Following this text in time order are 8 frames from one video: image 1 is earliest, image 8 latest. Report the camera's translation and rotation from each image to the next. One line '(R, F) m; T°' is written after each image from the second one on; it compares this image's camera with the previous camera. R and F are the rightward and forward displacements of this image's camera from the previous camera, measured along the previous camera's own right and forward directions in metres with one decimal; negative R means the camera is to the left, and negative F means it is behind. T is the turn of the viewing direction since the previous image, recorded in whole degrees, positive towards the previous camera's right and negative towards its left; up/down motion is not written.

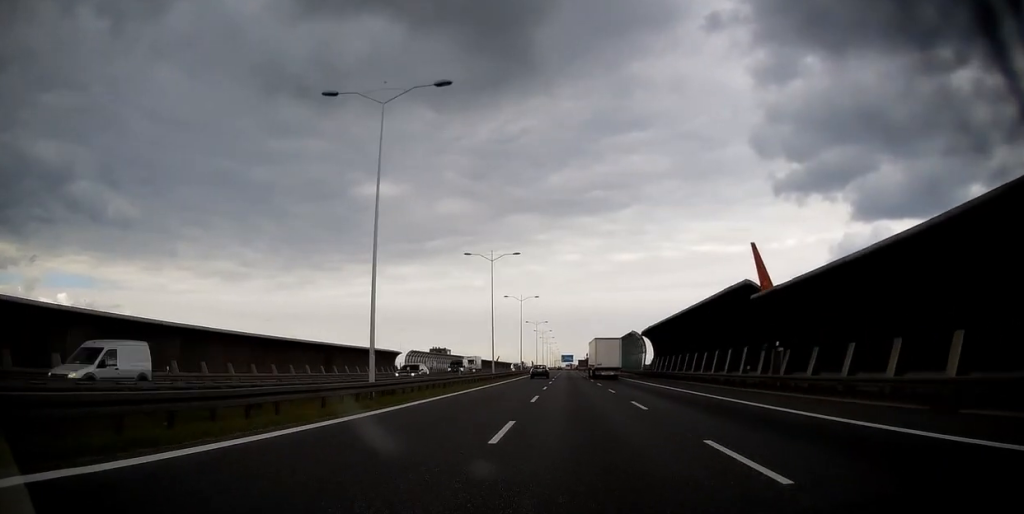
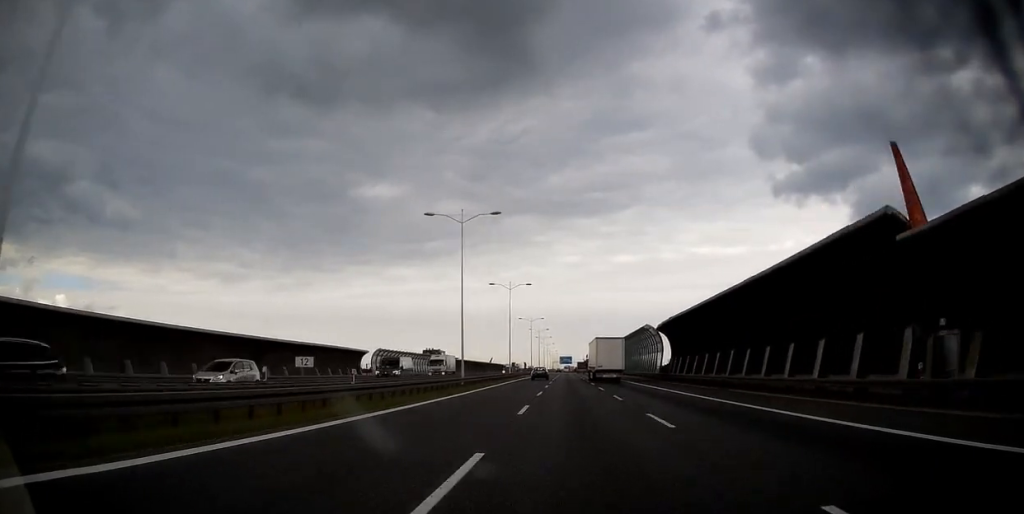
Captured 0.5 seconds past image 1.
(0.0, +17.2) m; 0°
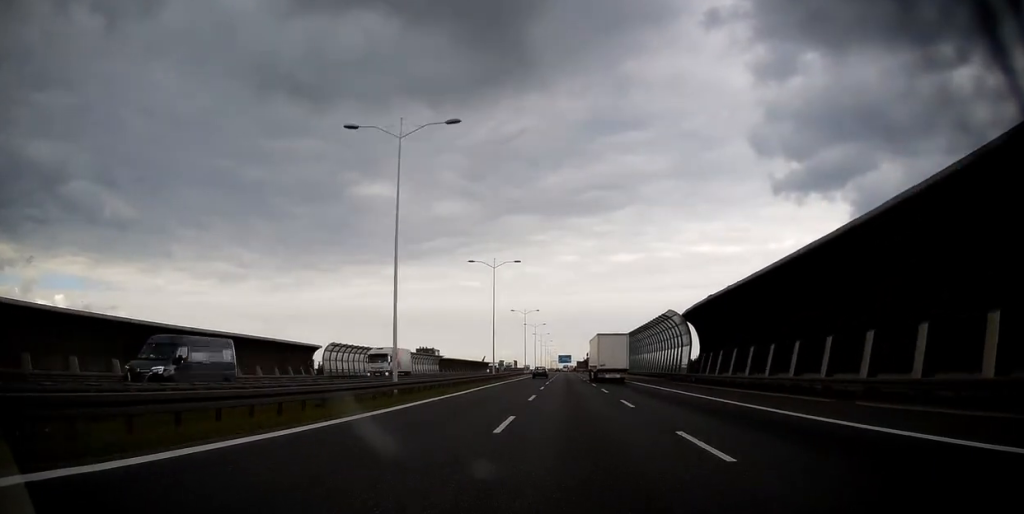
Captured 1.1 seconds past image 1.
(0.0, +17.2) m; 0°
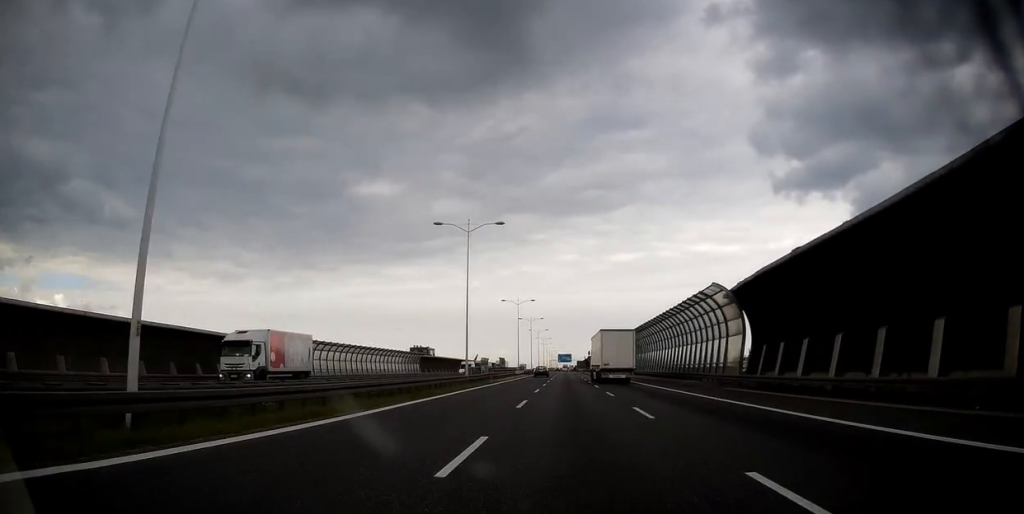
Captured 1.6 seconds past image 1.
(+0.1, +17.1) m; 0°
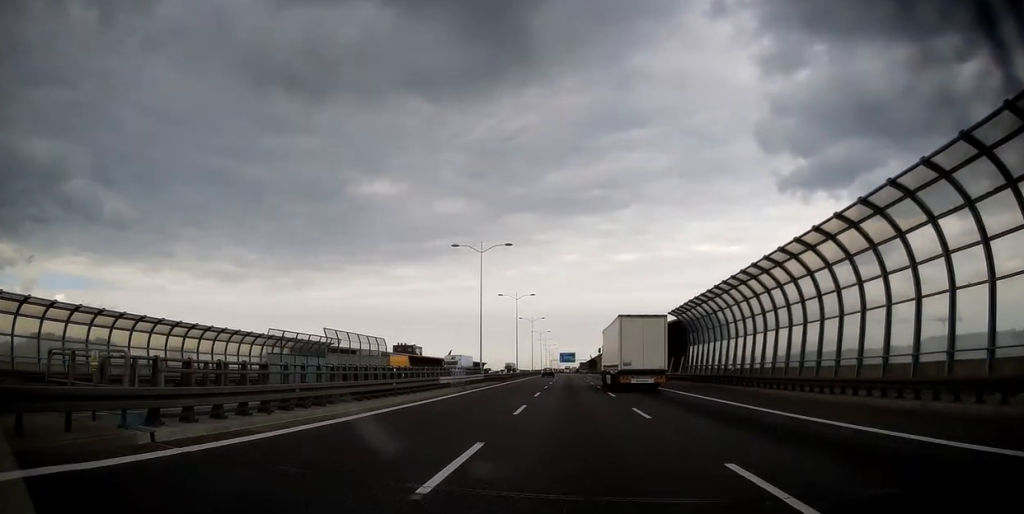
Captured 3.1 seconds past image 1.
(+0.1, +46.9) m; 0°
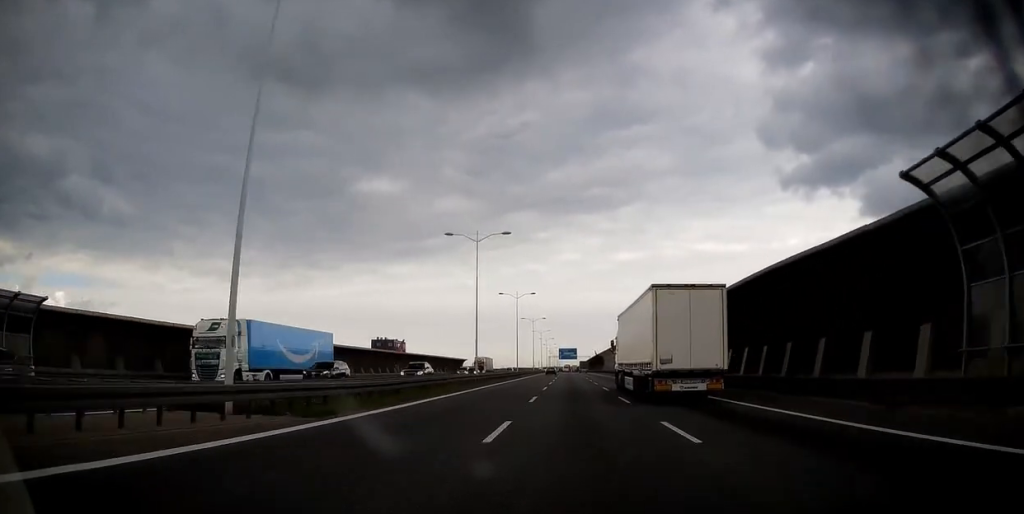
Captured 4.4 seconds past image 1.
(-0.1, +41.6) m; 0°
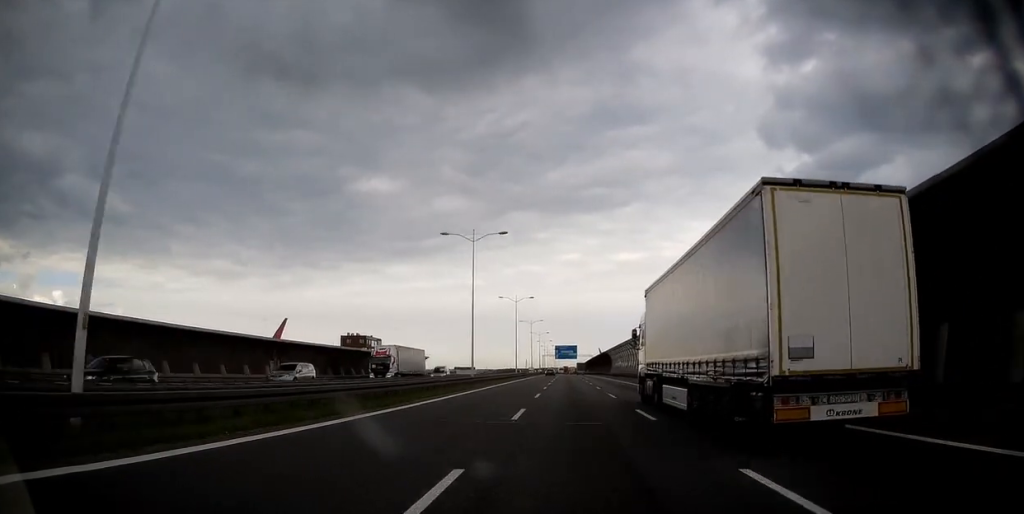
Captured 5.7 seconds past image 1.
(0.0, +42.8) m; 0°
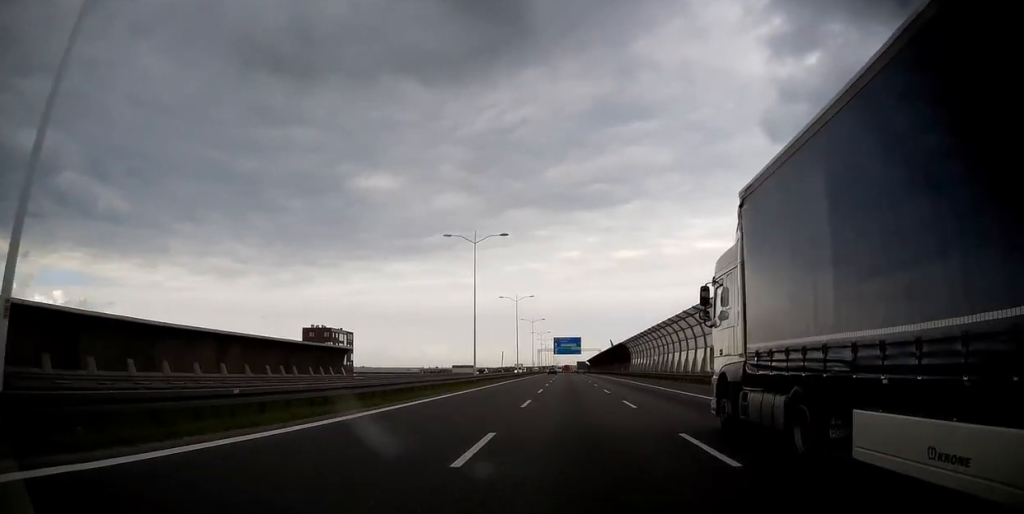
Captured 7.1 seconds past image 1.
(0.0, +44.0) m; 0°
